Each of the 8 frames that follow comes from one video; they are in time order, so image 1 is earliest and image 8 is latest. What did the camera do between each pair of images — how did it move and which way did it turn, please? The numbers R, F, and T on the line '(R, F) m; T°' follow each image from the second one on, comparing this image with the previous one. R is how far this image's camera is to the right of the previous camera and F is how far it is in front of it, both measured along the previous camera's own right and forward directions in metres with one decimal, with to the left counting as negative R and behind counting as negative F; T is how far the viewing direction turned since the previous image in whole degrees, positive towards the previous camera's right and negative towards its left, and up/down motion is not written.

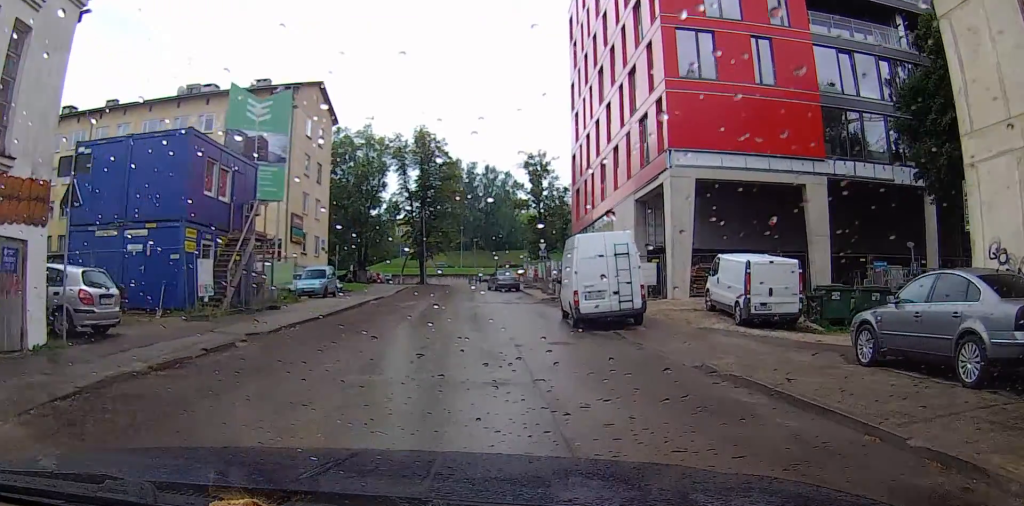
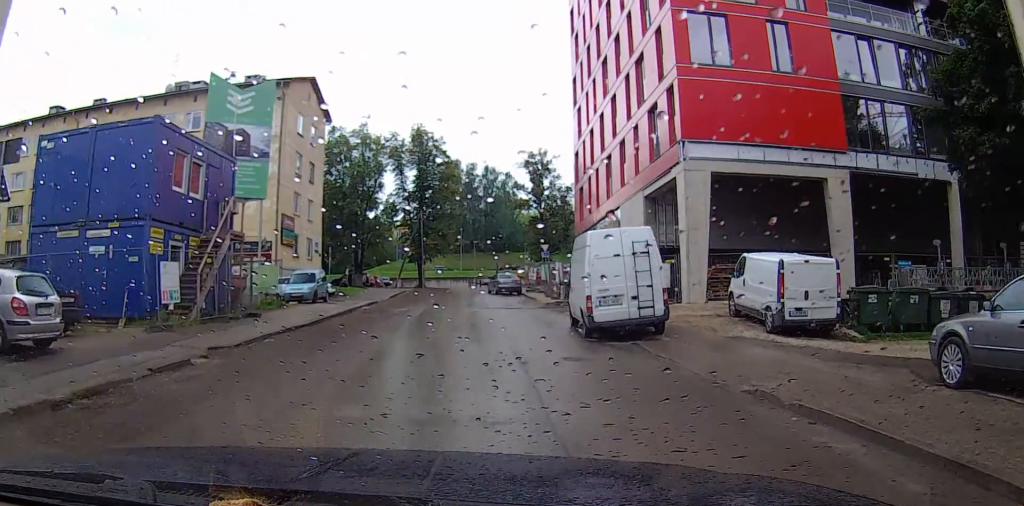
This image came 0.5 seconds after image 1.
(-0.2, +2.5) m; -4°
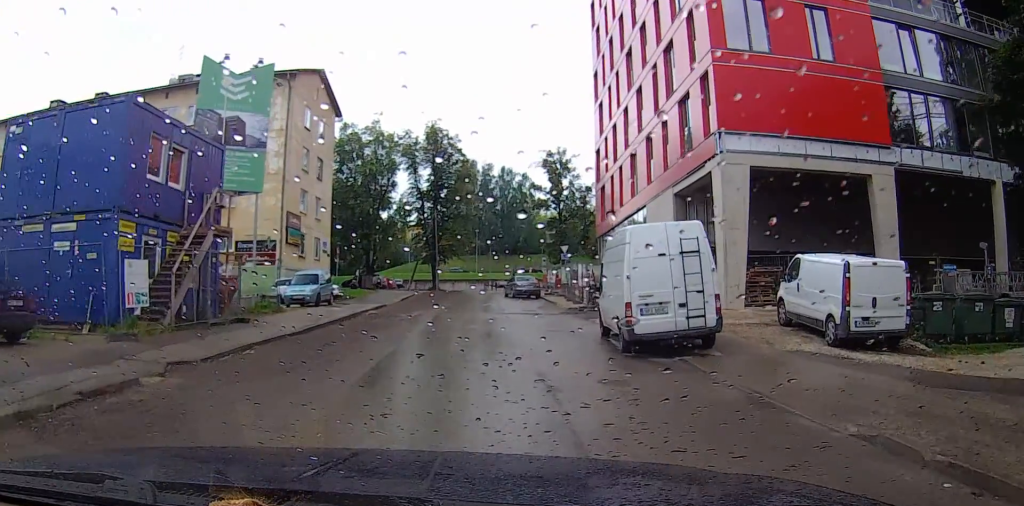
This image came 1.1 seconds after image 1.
(-0.1, +2.8) m; -3°
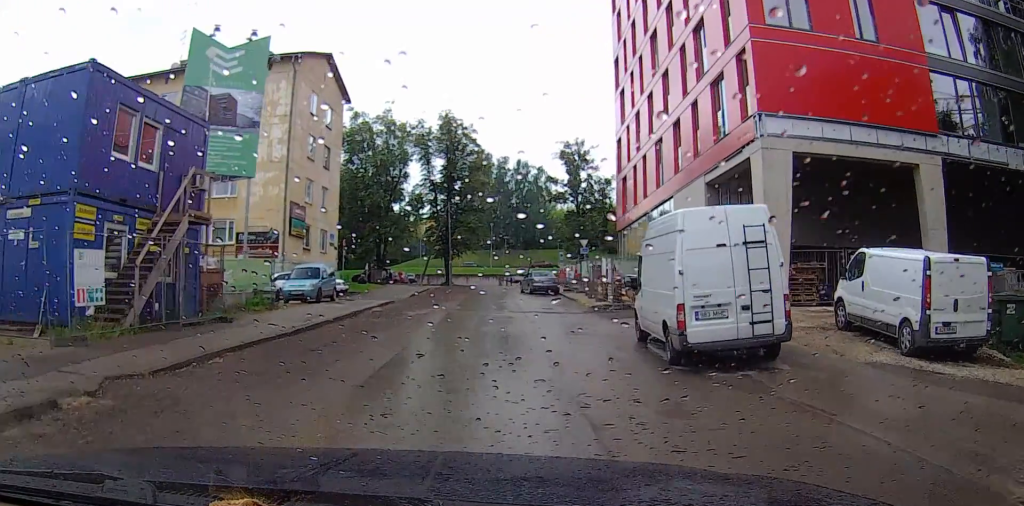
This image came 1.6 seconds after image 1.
(-0.1, +2.8) m; -1°
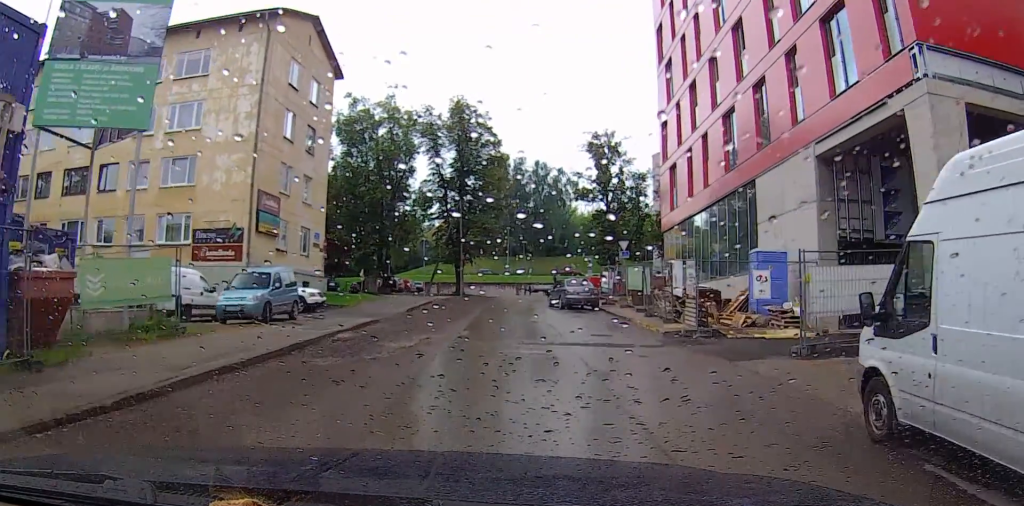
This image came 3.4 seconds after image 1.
(+0.2, +9.9) m; +3°
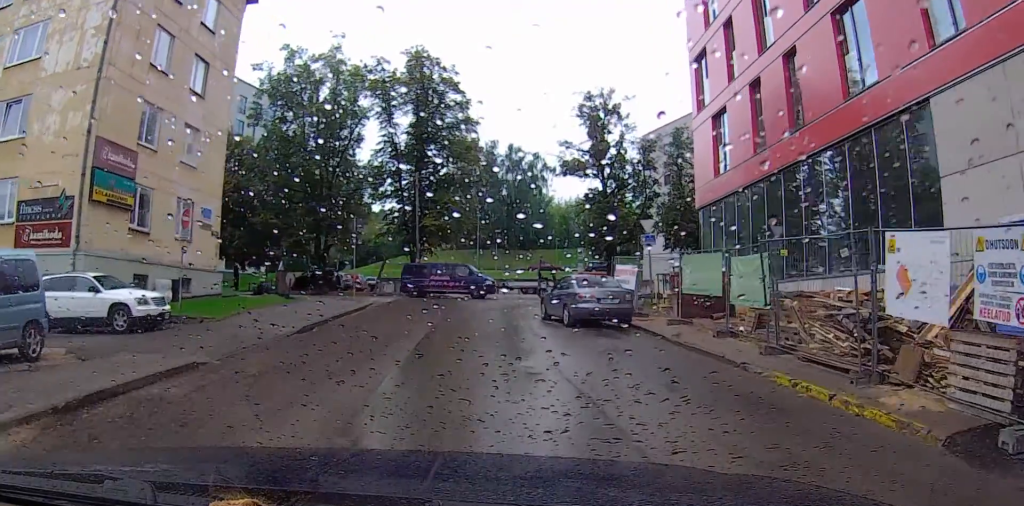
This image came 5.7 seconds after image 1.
(+0.3, +13.6) m; +5°
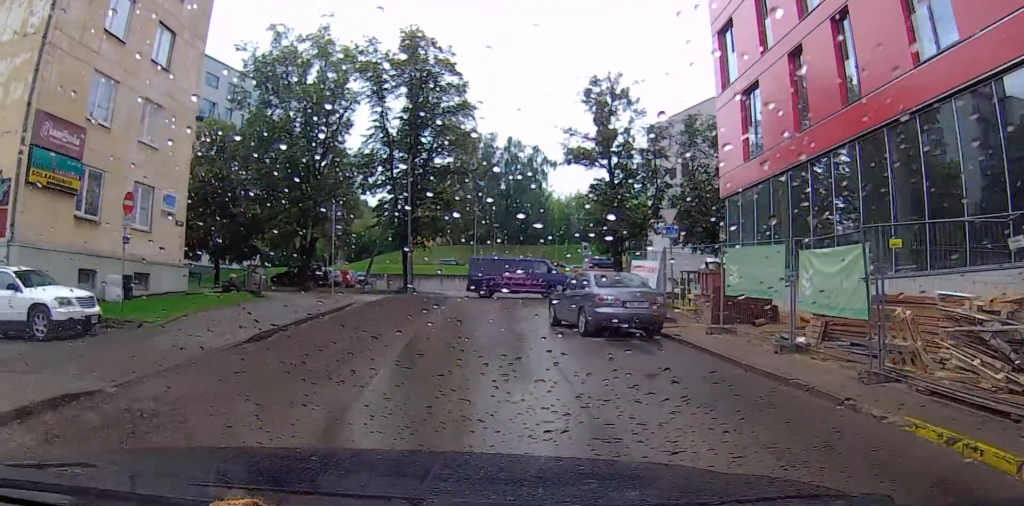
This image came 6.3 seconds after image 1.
(+0.2, +3.6) m; +1°
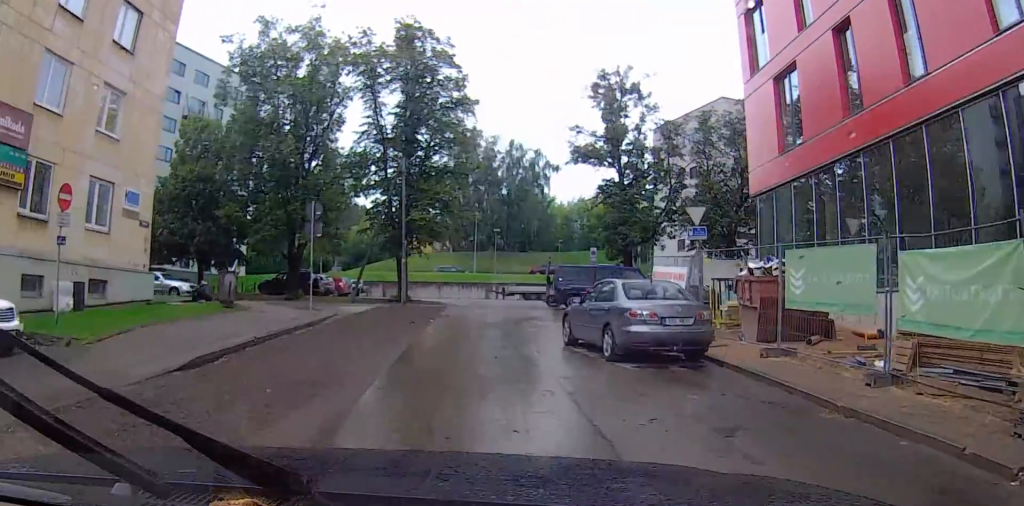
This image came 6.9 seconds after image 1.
(+0.2, +3.1) m; 0°
